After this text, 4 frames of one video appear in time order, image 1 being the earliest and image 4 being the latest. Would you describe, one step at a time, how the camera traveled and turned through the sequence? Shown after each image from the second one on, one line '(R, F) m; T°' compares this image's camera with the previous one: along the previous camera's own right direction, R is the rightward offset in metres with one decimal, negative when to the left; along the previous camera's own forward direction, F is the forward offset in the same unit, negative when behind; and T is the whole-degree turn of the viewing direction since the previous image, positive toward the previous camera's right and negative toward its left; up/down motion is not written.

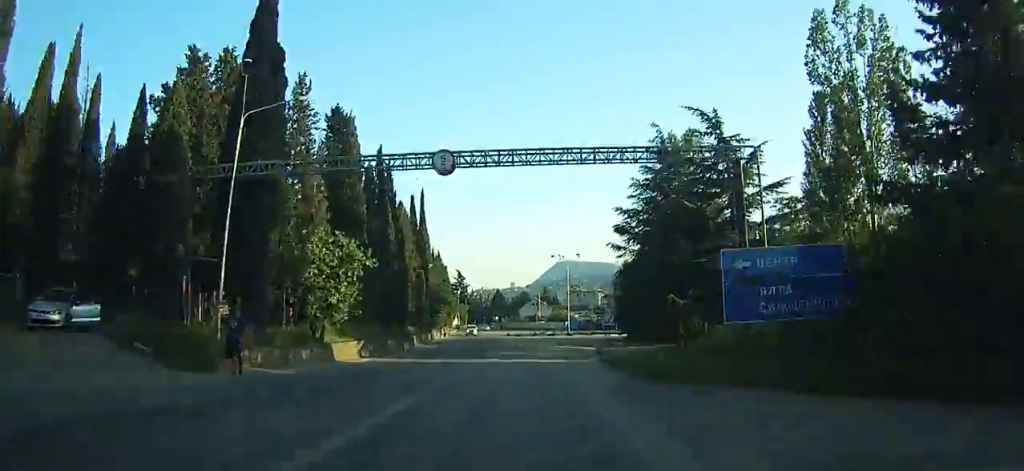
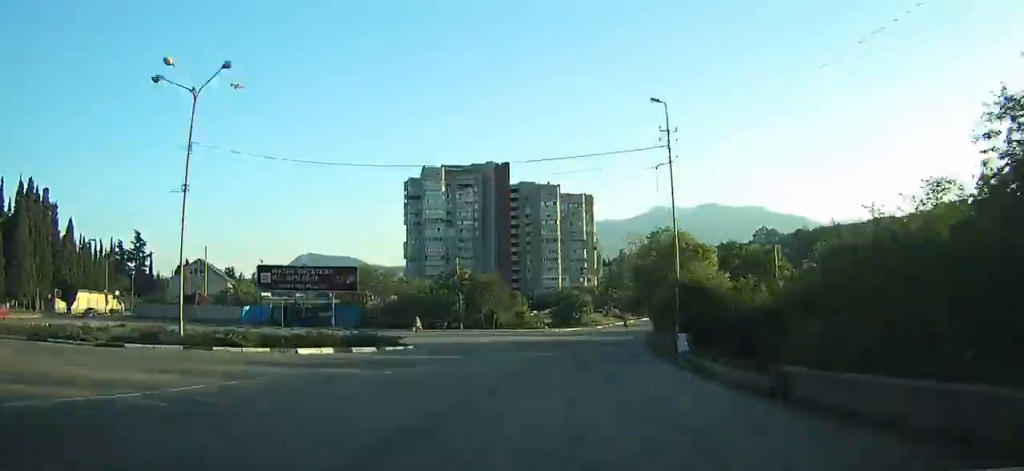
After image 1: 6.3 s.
(+14.3, +76.6) m; +26°
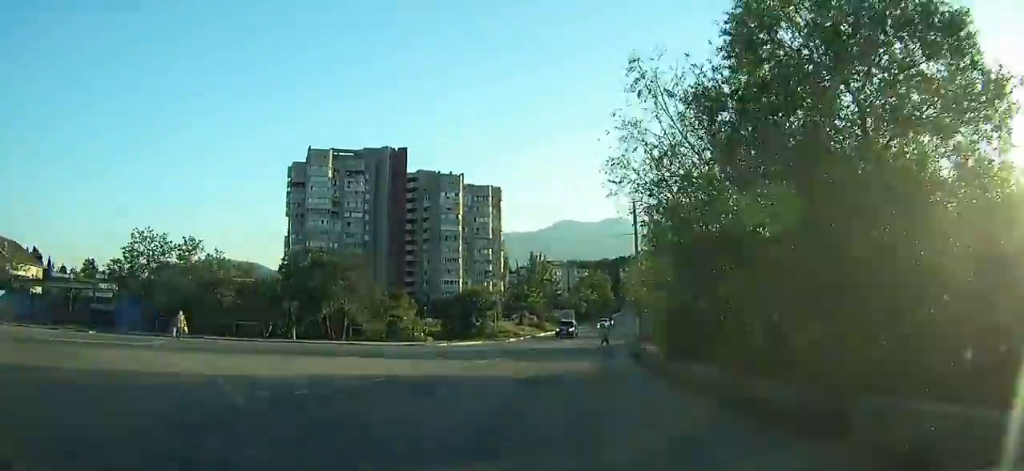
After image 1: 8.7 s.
(+2.9, +28.0) m; +10°
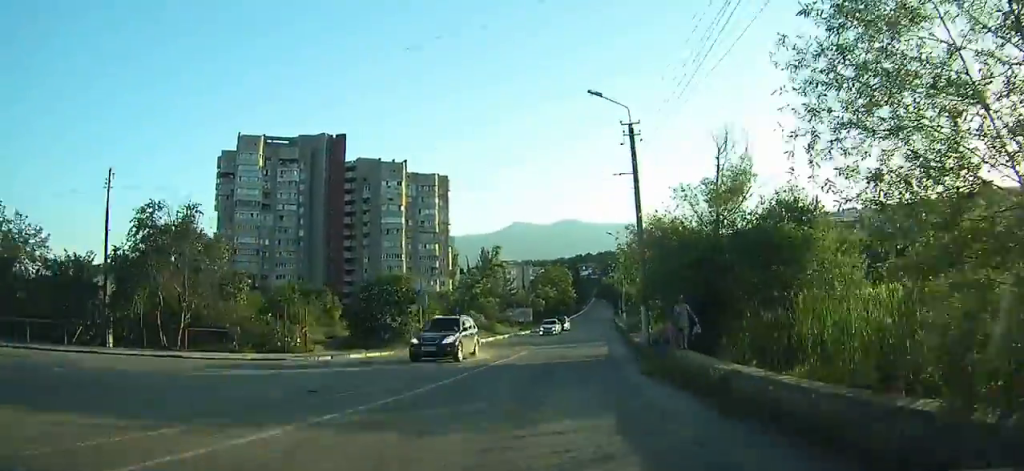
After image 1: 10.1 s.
(+0.8, +16.4) m; +4°
